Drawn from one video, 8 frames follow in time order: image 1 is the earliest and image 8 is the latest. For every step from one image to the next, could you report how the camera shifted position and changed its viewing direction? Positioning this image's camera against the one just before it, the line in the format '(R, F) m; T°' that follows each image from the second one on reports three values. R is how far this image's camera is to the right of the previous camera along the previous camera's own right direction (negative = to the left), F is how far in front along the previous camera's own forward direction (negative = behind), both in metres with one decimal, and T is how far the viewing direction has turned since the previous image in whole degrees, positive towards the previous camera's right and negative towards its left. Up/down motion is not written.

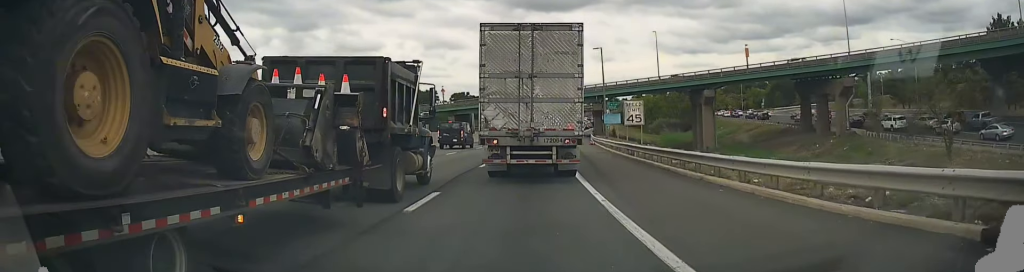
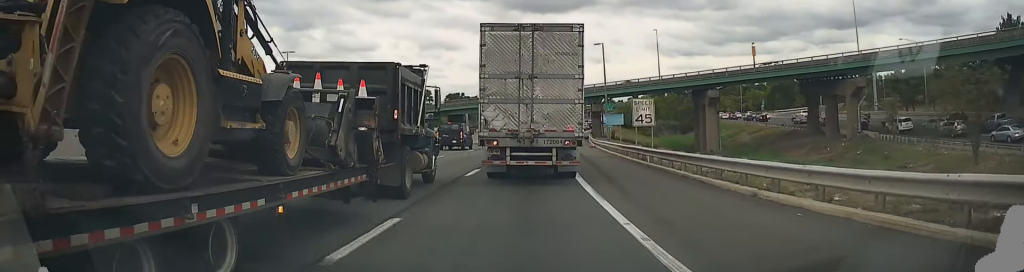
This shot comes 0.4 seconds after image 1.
(0.0, +3.8) m; +2°
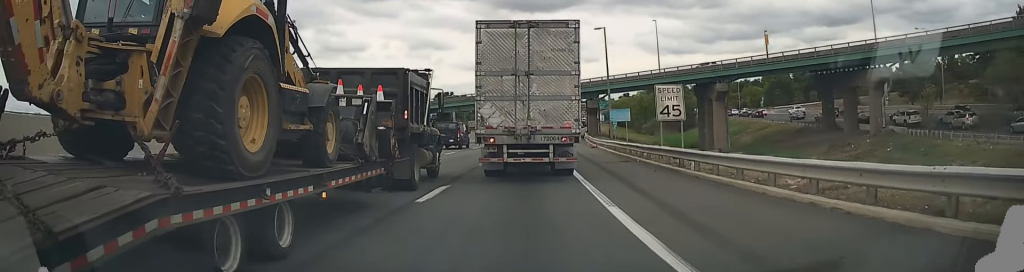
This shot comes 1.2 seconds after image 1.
(+0.2, +7.5) m; +2°
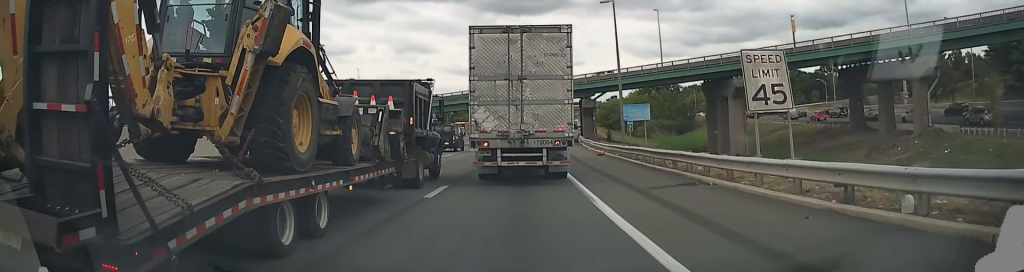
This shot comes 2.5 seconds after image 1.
(0.0, +11.1) m; 0°
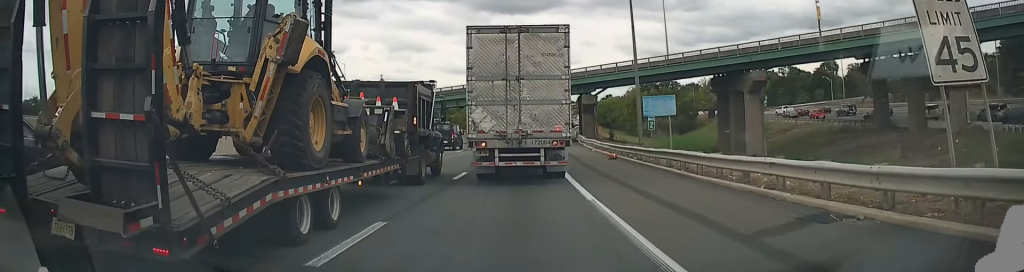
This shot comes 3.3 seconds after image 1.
(0.0, +7.1) m; 0°
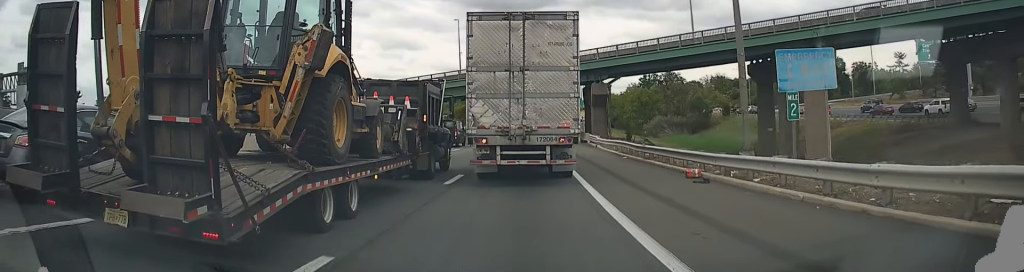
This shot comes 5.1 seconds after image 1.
(+0.2, +15.0) m; +2°
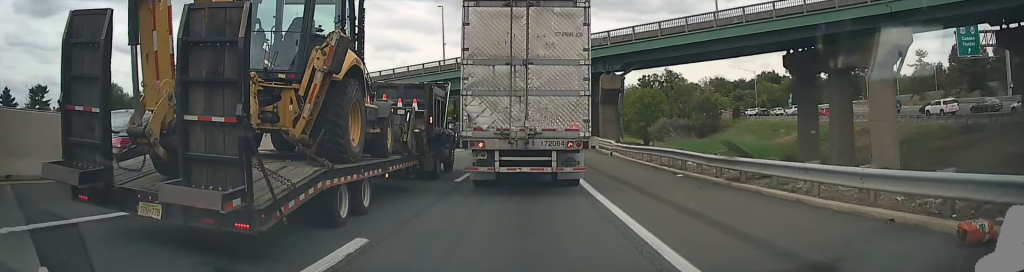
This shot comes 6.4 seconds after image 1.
(+0.2, +10.8) m; 0°
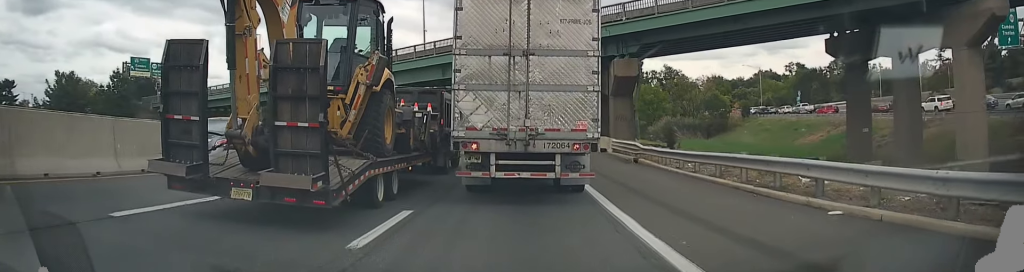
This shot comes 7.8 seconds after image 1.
(+0.1, +10.2) m; +2°
